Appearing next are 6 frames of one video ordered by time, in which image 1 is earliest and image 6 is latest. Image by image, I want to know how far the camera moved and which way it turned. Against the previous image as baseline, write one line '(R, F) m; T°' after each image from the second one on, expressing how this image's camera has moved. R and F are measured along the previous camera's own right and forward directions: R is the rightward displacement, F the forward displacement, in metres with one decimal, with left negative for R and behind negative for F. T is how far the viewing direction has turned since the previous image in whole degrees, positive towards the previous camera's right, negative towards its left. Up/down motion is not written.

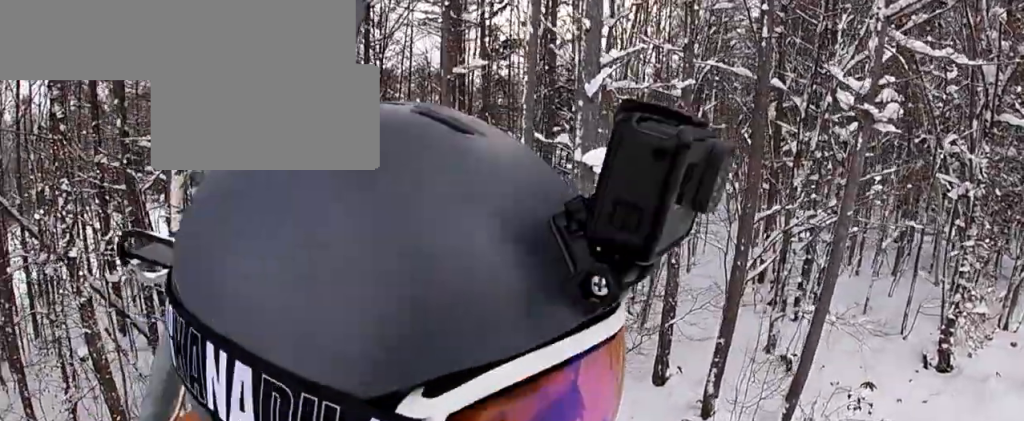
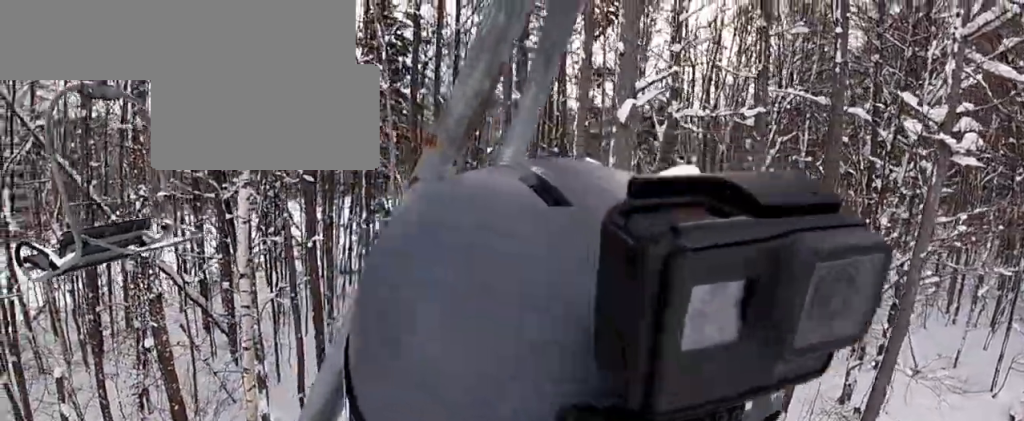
(0.0, +1.1) m; -4°
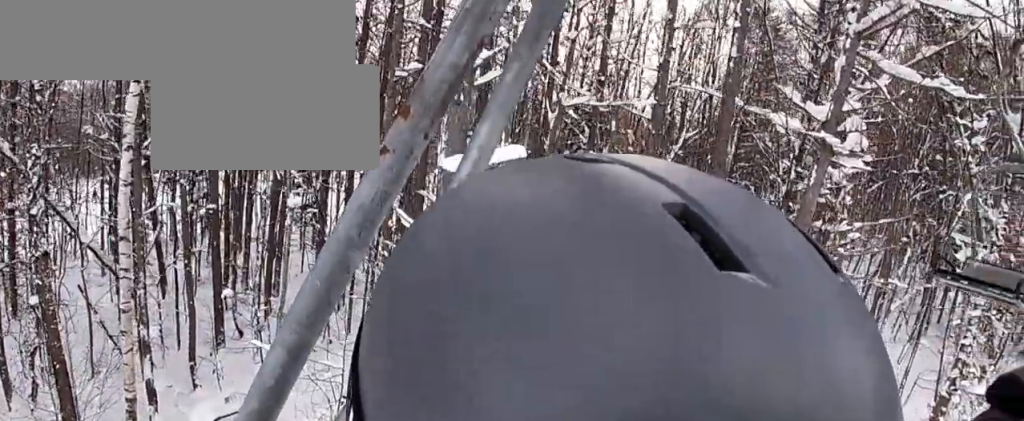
(-0.1, +1.6) m; -9°
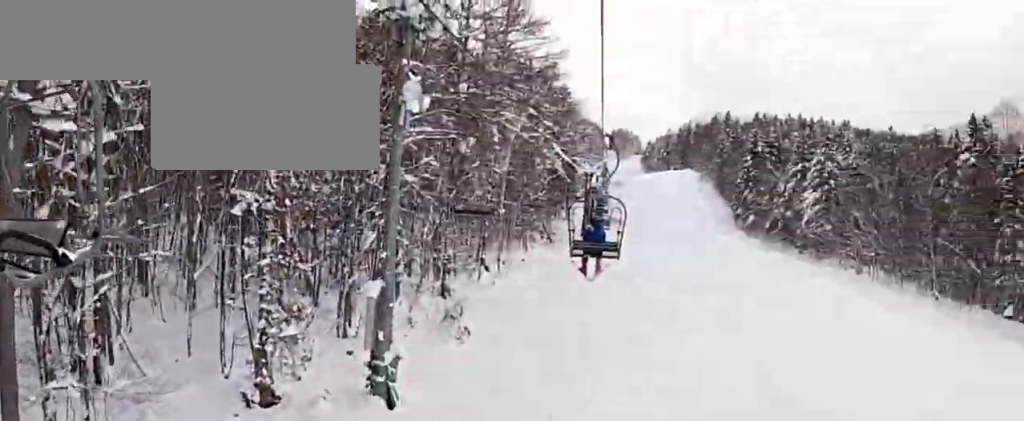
(-0.2, +1.8) m; -7°
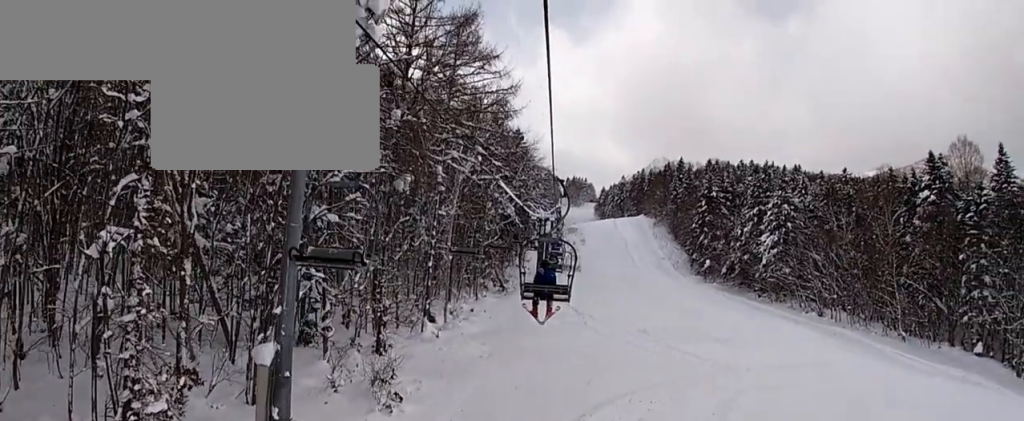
(-0.1, +3.1) m; 0°
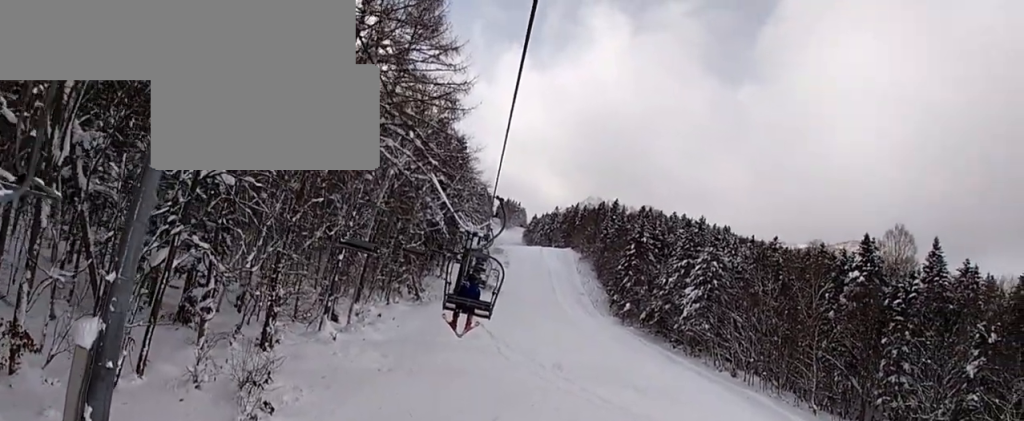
(+0.2, +2.8) m; +12°
